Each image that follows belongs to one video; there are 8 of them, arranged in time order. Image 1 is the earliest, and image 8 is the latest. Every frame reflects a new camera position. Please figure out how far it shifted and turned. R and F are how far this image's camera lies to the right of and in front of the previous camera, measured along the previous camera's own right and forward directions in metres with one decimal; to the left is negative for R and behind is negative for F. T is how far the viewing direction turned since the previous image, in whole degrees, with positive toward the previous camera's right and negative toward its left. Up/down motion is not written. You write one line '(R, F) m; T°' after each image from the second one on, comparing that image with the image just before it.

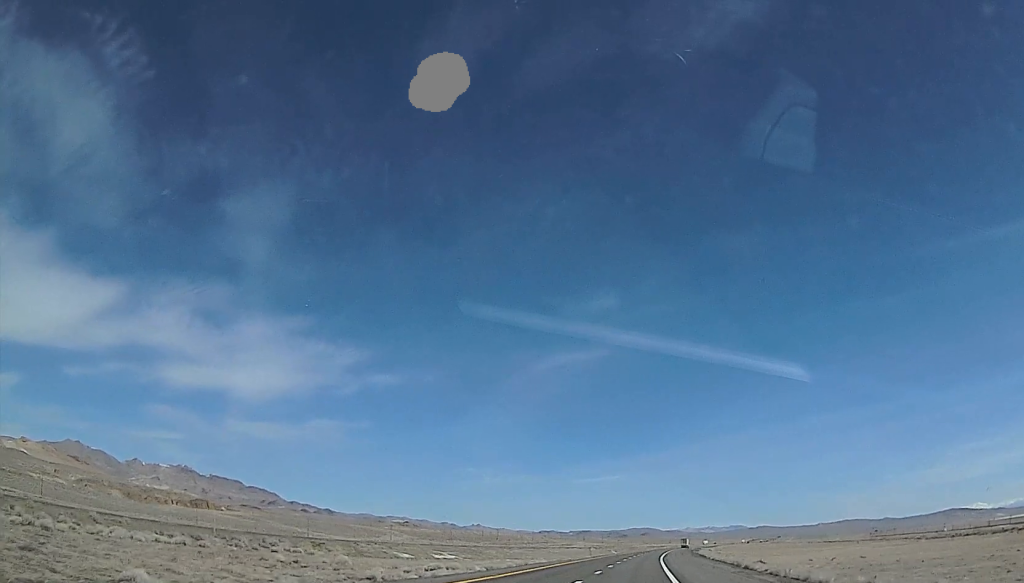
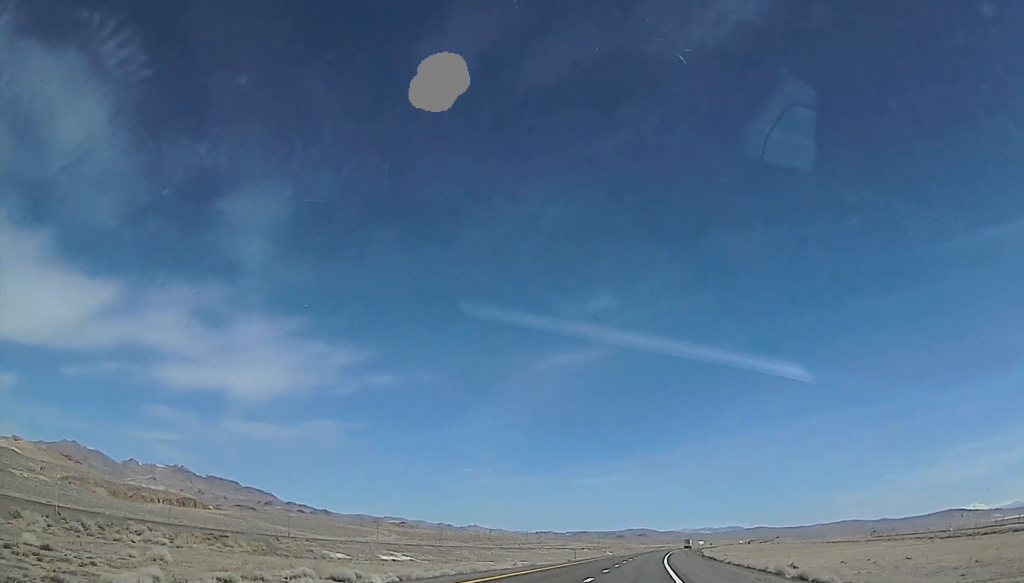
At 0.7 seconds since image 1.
(+0.6, +21.3) m; 0°
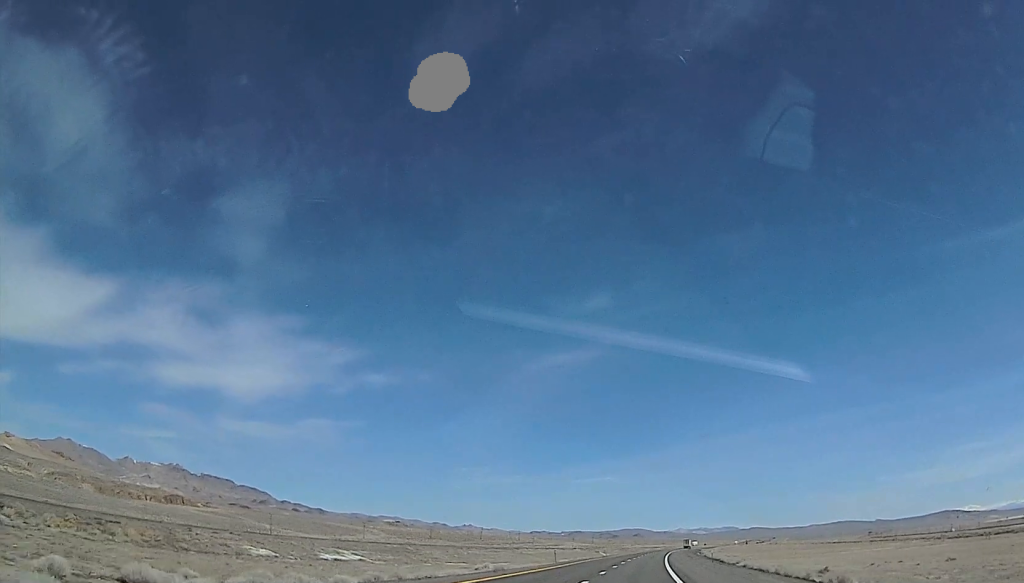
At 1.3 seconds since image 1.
(+0.3, +15.5) m; 0°
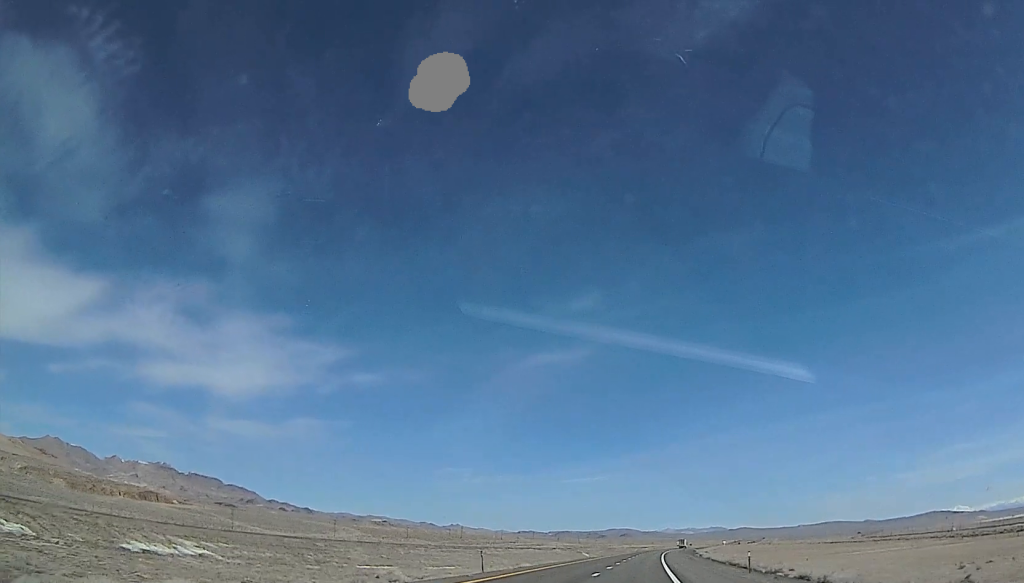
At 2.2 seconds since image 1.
(-0.9, +28.1) m; 0°
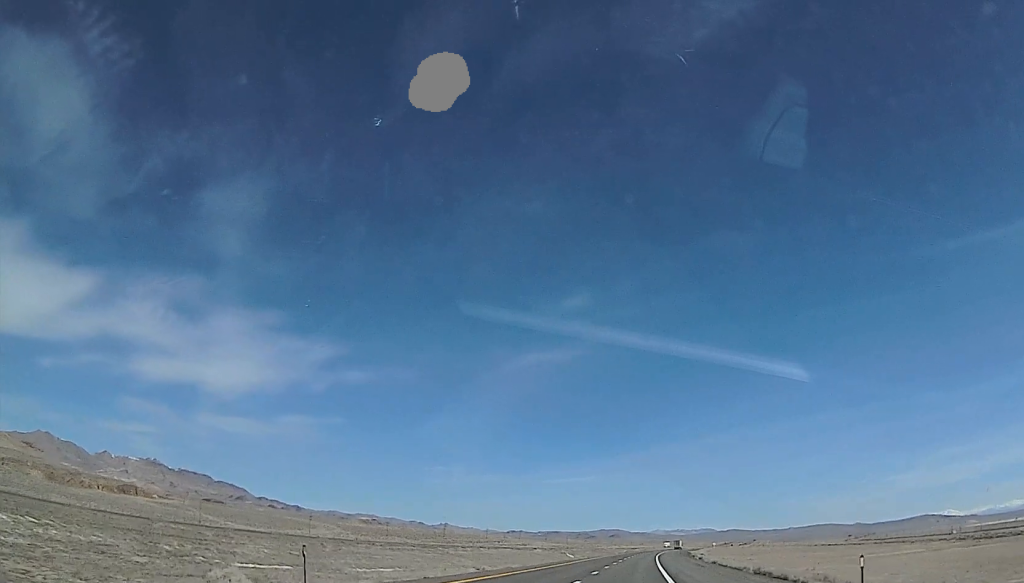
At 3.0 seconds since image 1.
(+0.5, +21.5) m; +2°
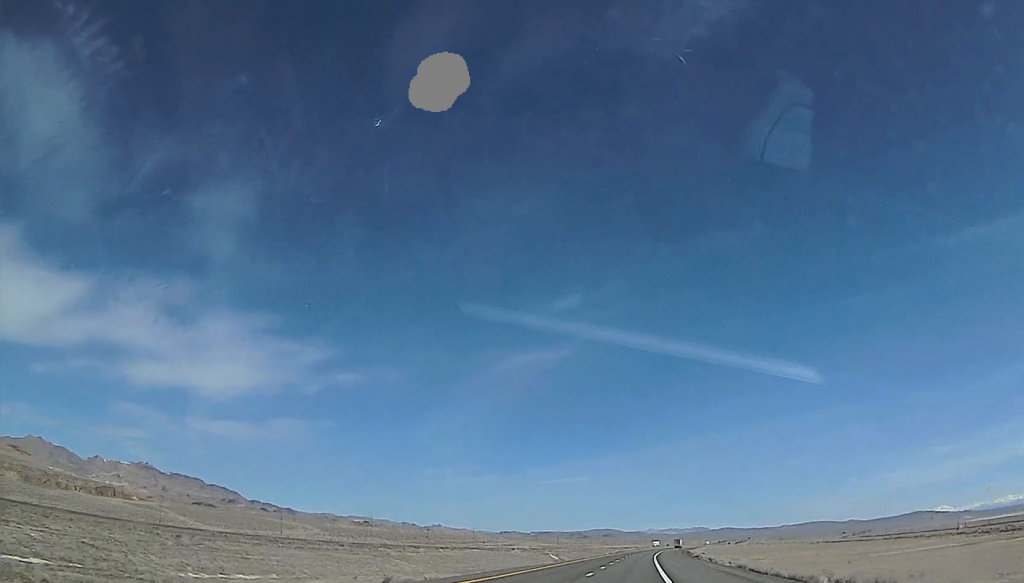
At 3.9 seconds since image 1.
(+0.4, +27.2) m; +1°
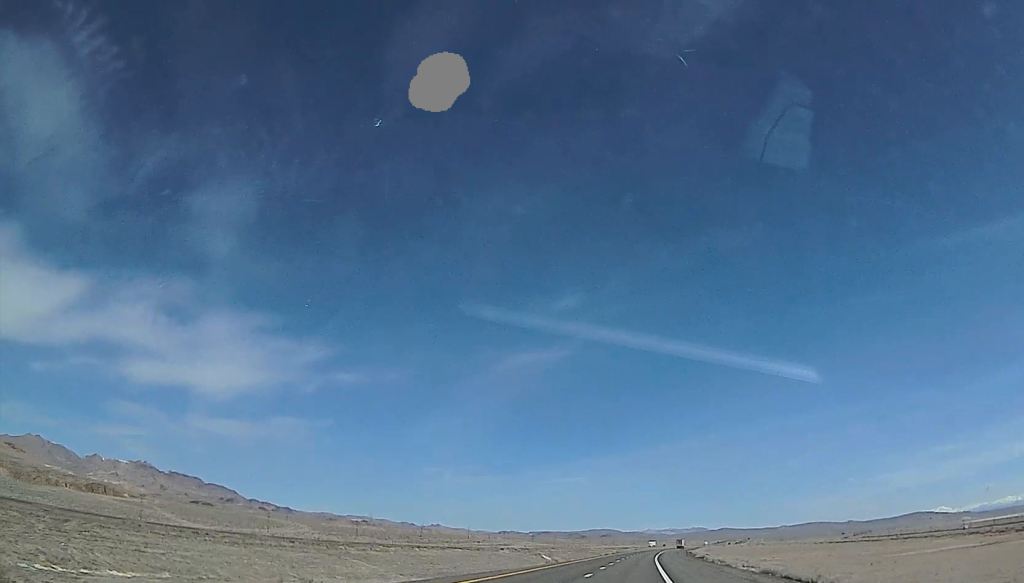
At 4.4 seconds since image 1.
(0.0, +13.6) m; 0°
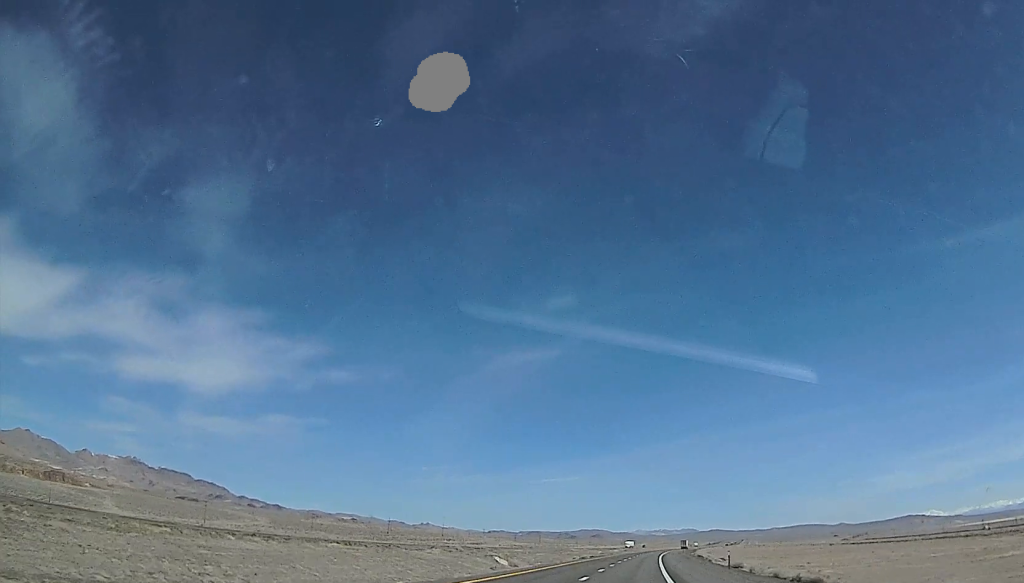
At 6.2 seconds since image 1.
(0.0, +53.1) m; 0°
